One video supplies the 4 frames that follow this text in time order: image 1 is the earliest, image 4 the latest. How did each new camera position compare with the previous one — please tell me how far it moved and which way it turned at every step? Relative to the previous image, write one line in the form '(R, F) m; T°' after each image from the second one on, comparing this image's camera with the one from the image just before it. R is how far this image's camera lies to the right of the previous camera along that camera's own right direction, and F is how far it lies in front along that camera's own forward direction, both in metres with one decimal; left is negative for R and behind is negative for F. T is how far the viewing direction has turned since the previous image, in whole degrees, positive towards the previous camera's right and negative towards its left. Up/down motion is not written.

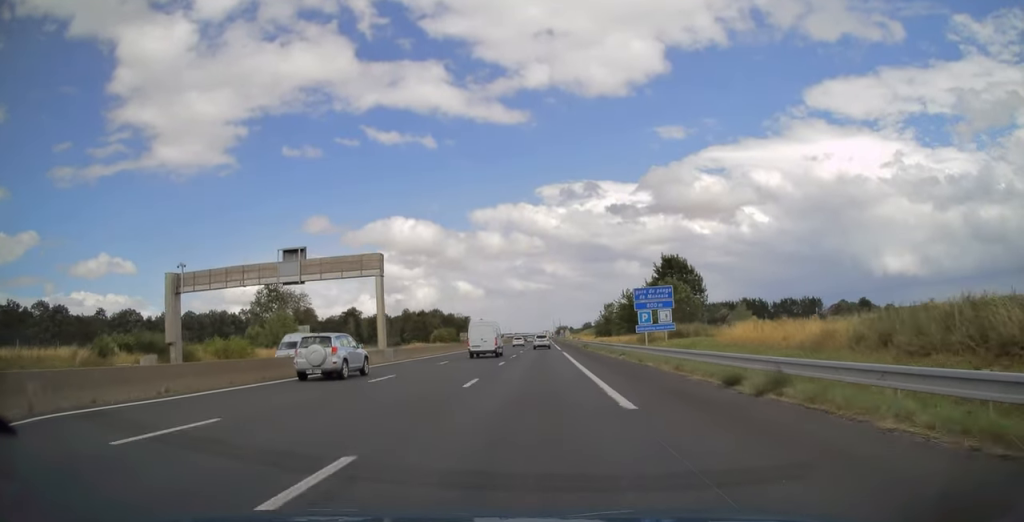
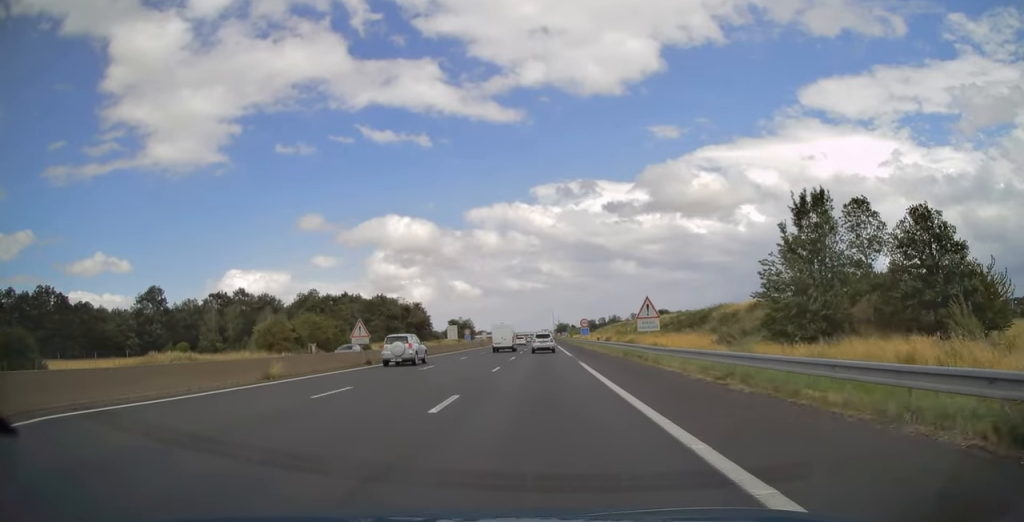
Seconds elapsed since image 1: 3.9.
(+0.2, +122.4) m; 0°
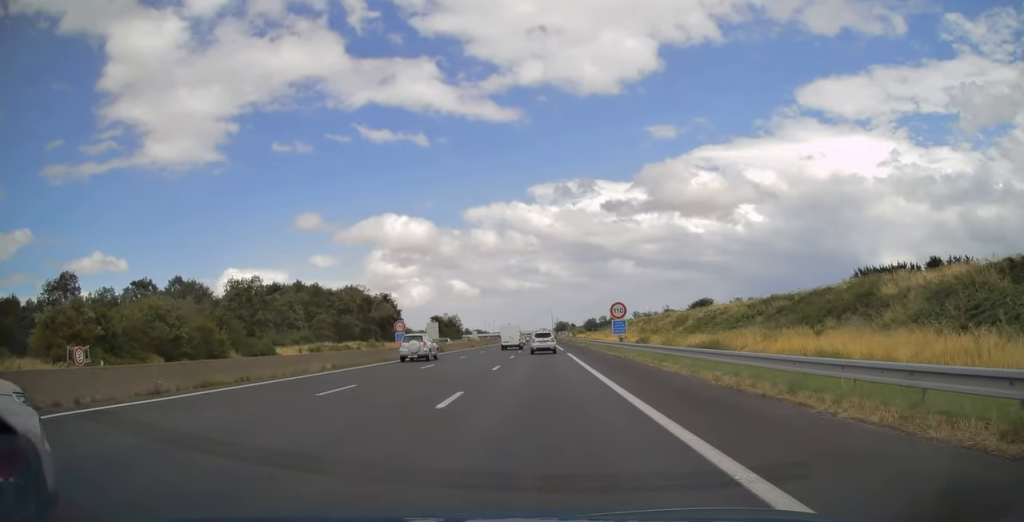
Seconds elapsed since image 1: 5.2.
(+0.1, +38.0) m; 0°
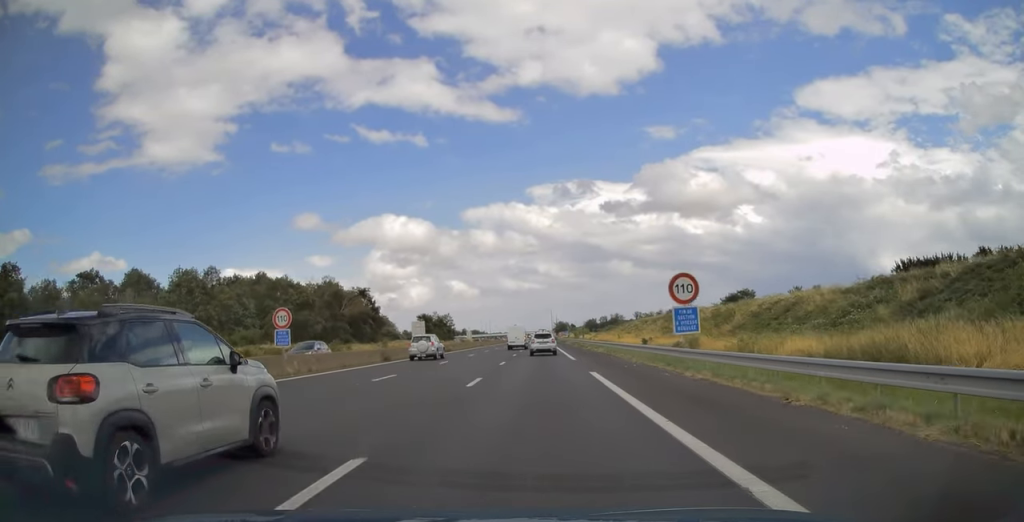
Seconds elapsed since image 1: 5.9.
(0.0, +20.5) m; 0°
